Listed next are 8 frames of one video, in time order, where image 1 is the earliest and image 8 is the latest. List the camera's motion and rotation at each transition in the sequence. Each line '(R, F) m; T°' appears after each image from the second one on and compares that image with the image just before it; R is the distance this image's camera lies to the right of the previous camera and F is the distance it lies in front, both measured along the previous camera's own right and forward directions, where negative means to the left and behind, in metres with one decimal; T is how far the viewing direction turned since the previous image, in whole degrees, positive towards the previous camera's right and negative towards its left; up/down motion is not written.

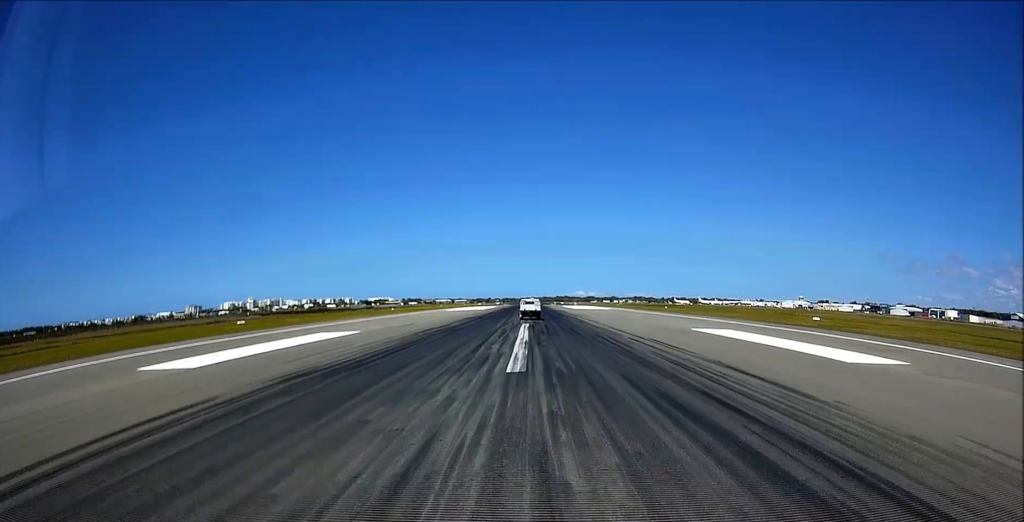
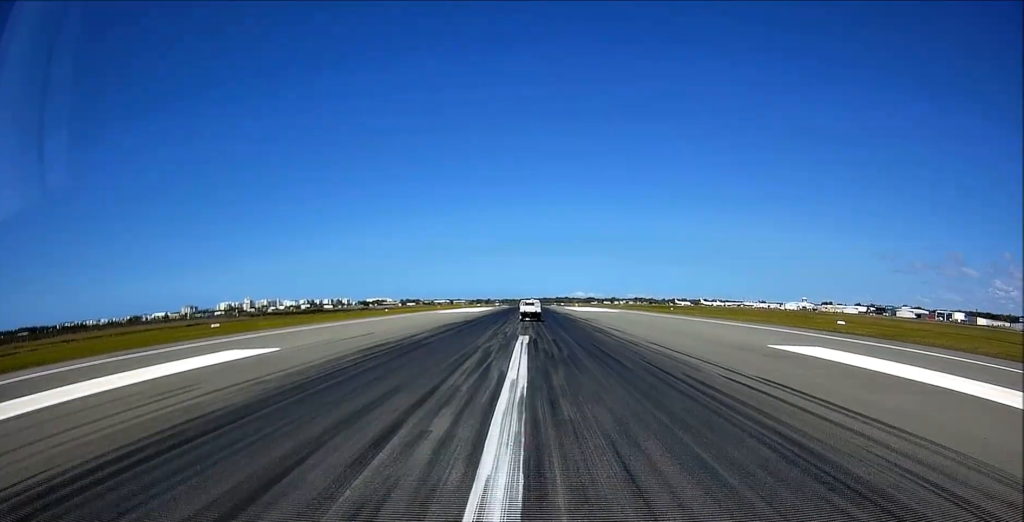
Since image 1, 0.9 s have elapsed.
(0.0, +13.4) m; 0°
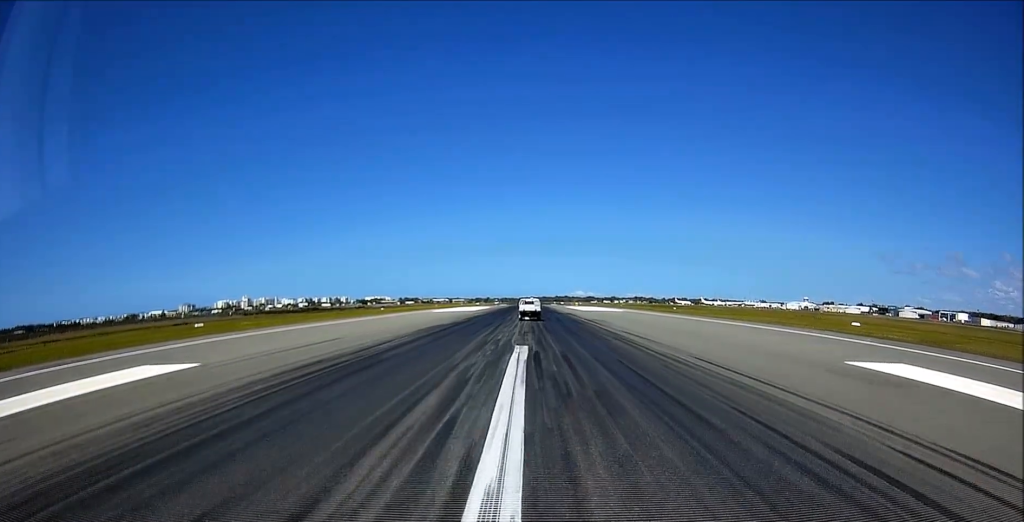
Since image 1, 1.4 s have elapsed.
(0.0, +7.2) m; 0°
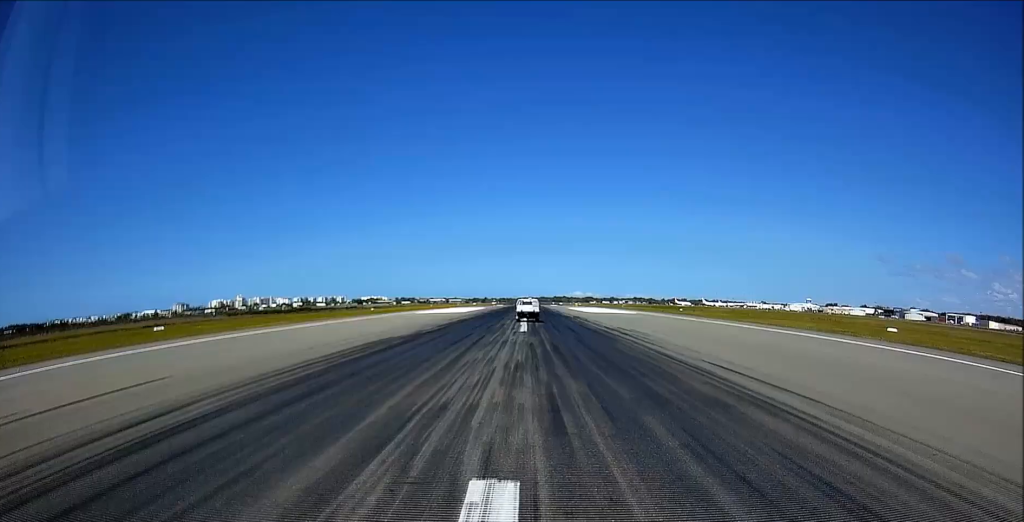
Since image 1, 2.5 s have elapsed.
(0.0, +15.6) m; 0°
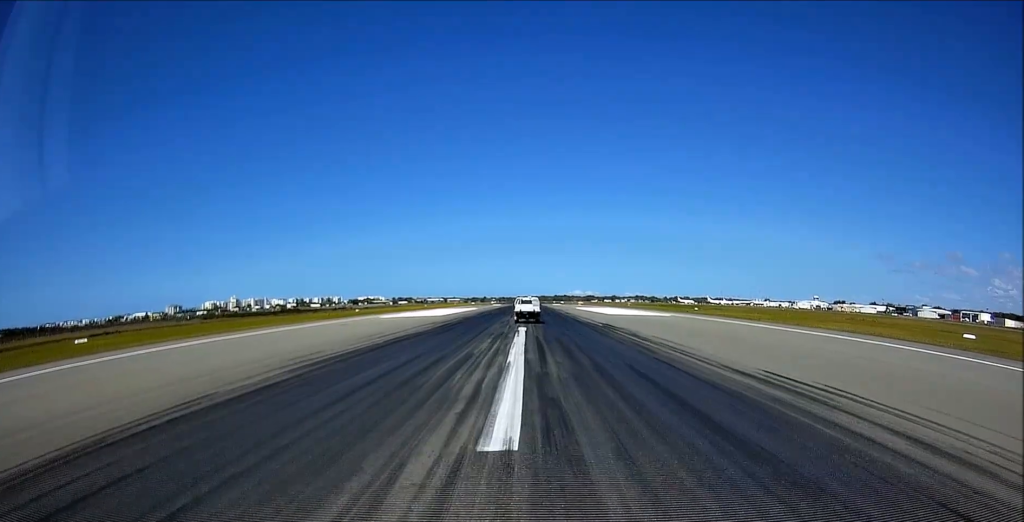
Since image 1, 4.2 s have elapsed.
(0.0, +24.9) m; 0°
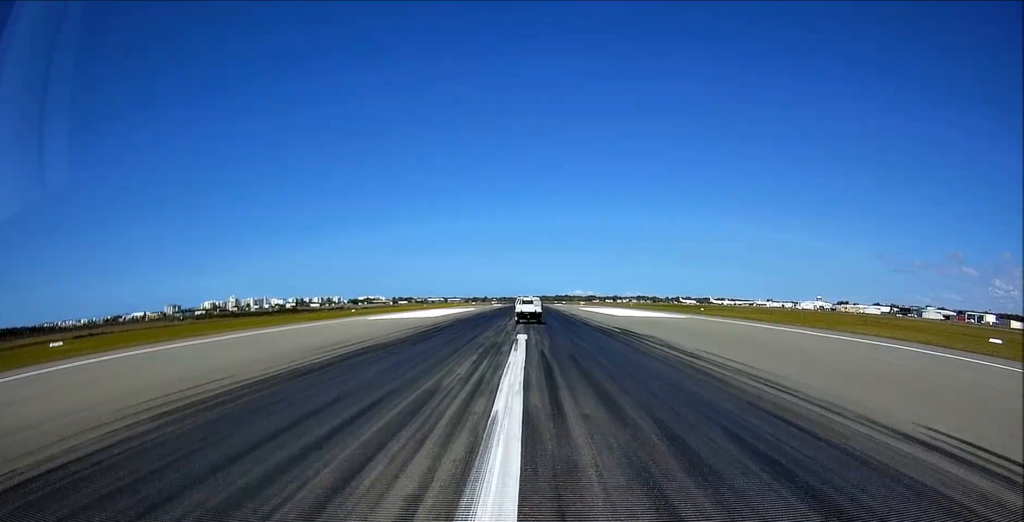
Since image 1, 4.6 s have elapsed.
(0.0, +6.4) m; 0°
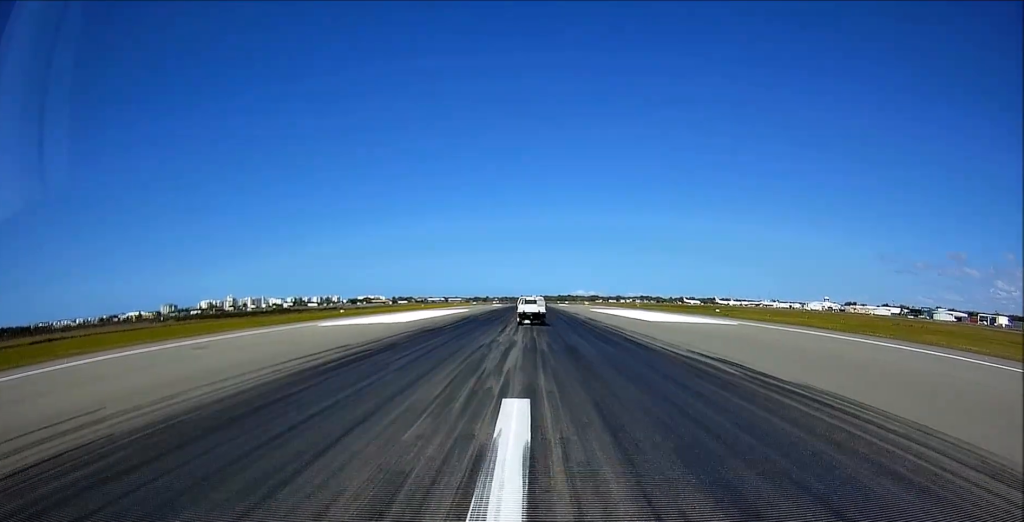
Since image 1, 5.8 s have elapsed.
(0.0, +15.9) m; 0°
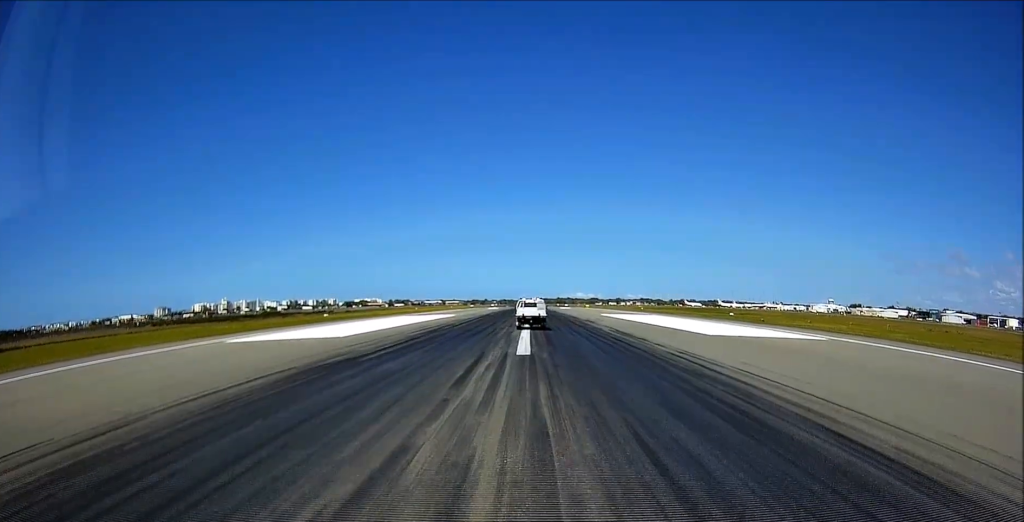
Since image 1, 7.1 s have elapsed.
(0.0, +15.4) m; 0°
